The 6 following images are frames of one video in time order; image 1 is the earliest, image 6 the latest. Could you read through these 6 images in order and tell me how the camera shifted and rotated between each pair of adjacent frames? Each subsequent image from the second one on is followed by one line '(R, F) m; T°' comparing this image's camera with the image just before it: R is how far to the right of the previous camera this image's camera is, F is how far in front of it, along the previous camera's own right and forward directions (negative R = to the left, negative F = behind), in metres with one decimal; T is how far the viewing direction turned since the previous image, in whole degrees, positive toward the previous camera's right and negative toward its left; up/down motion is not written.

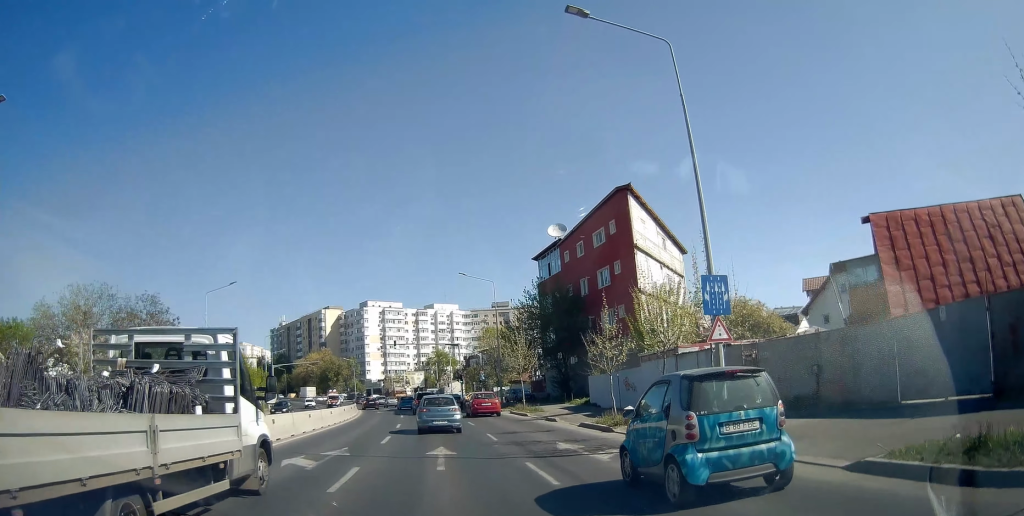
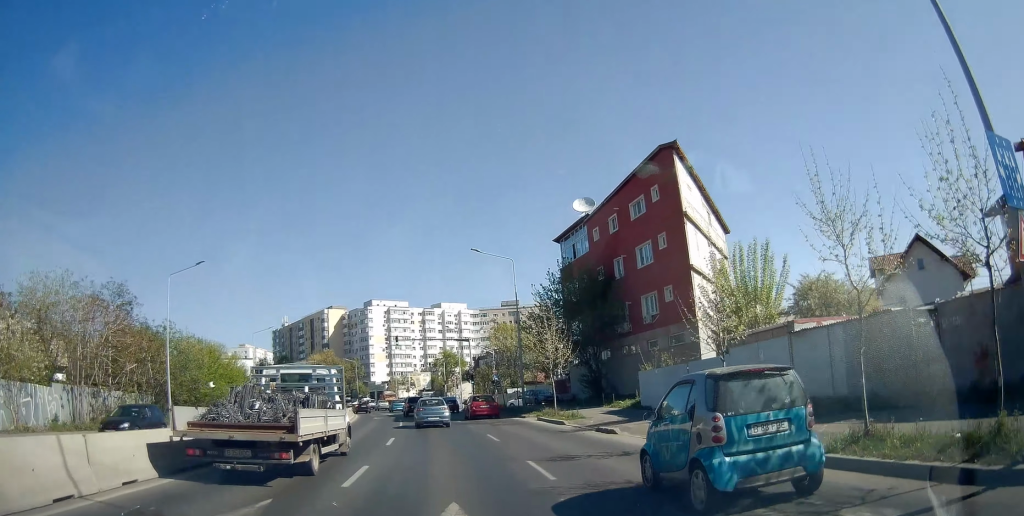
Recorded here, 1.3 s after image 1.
(+0.1, +7.5) m; -2°
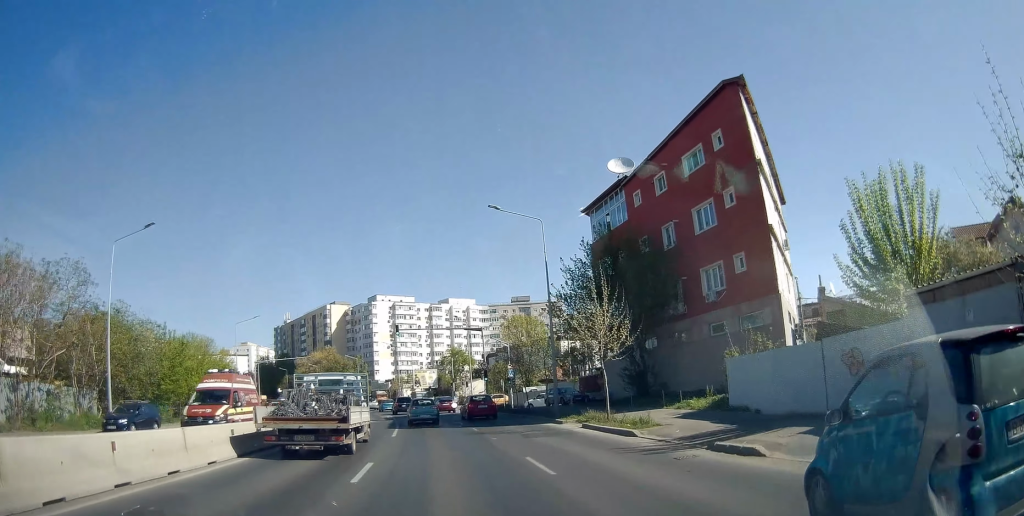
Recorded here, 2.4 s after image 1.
(-0.4, +7.7) m; -3°
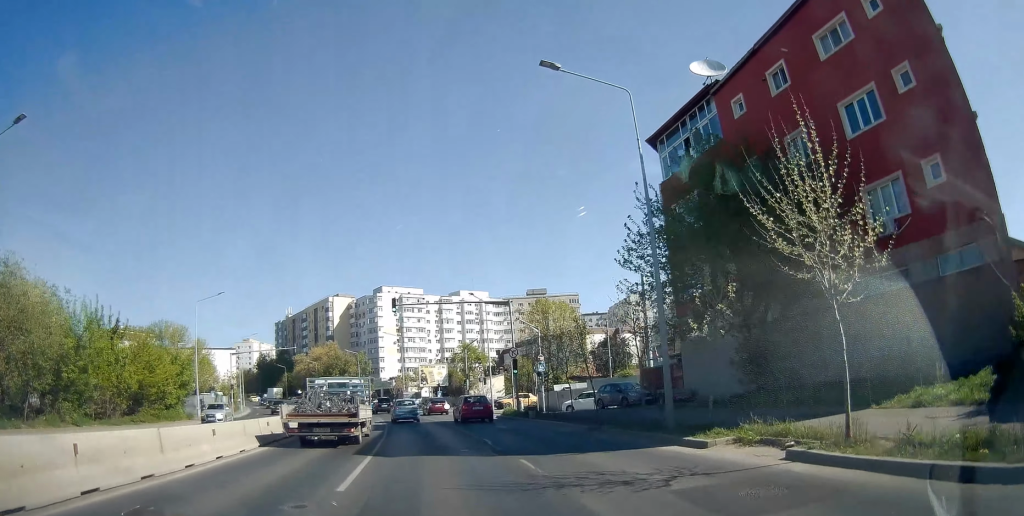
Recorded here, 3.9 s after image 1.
(+0.2, +12.2) m; +1°
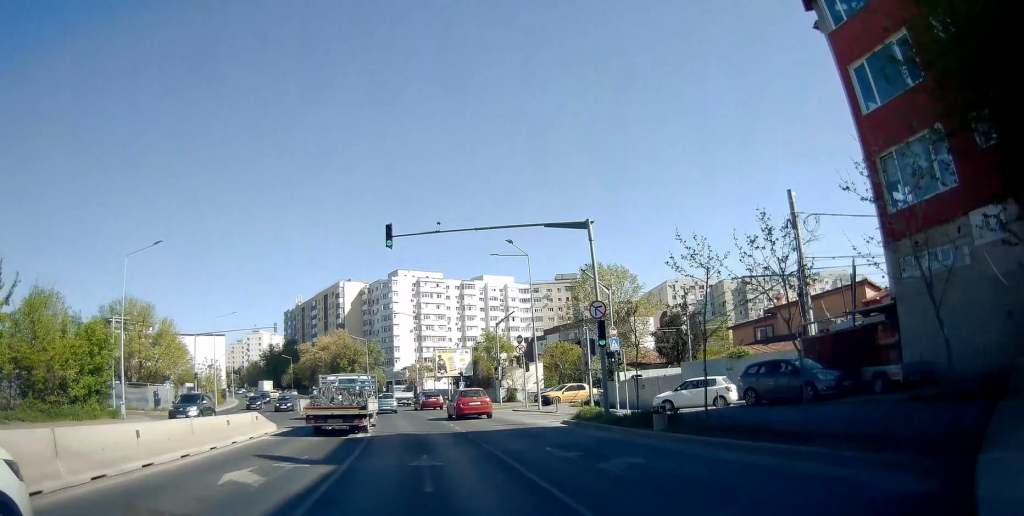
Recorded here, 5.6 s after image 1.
(-0.2, +15.0) m; -2°
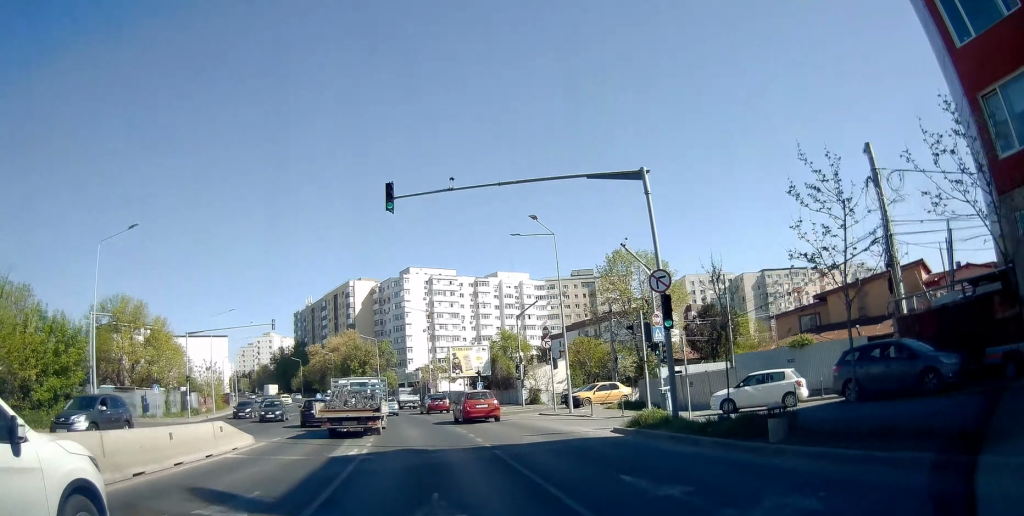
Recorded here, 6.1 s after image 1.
(0.0, +4.7) m; -1°
